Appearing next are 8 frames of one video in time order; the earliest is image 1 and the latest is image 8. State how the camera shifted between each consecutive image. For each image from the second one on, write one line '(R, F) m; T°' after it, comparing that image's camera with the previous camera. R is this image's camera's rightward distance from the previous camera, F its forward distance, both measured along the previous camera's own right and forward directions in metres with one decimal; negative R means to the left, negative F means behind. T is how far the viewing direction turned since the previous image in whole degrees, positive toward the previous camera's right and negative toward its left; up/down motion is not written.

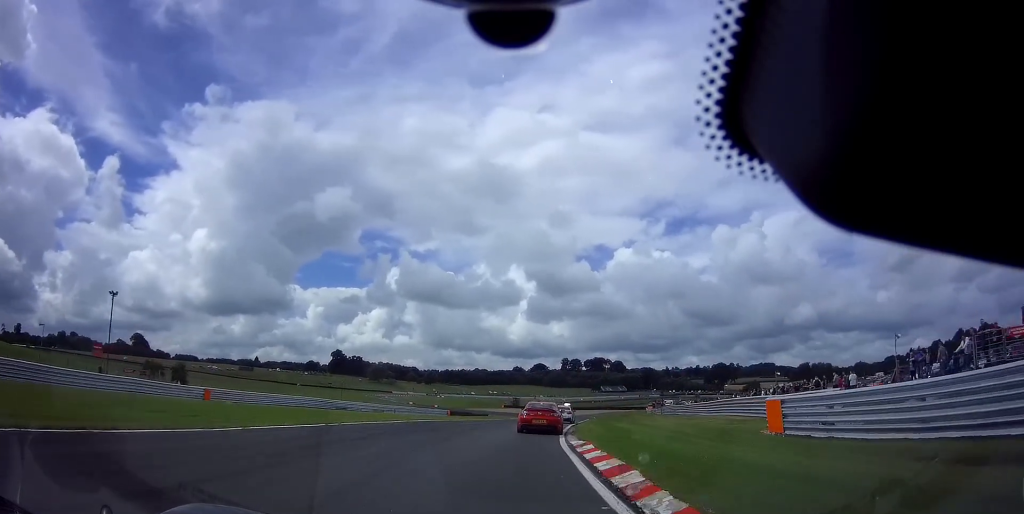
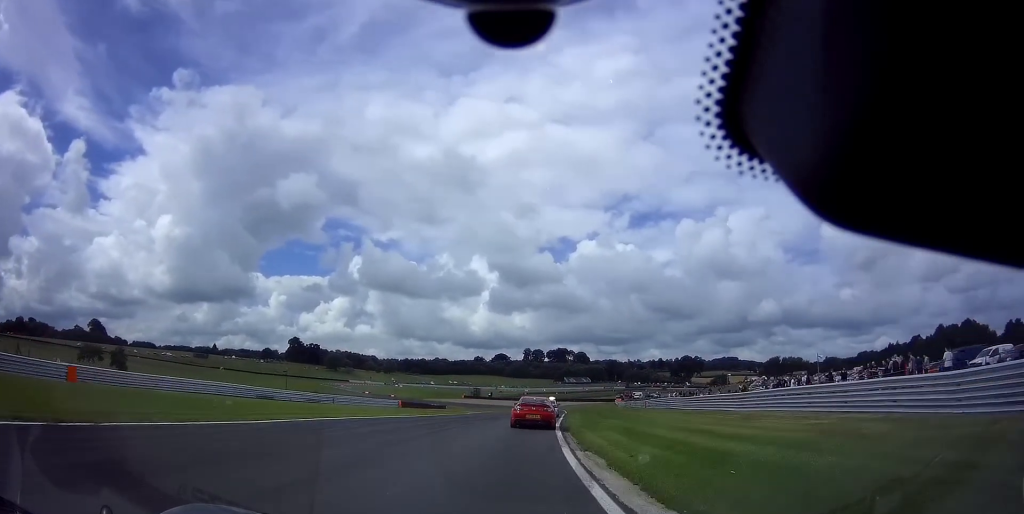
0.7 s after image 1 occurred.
(+0.5, +11.7) m; +4°
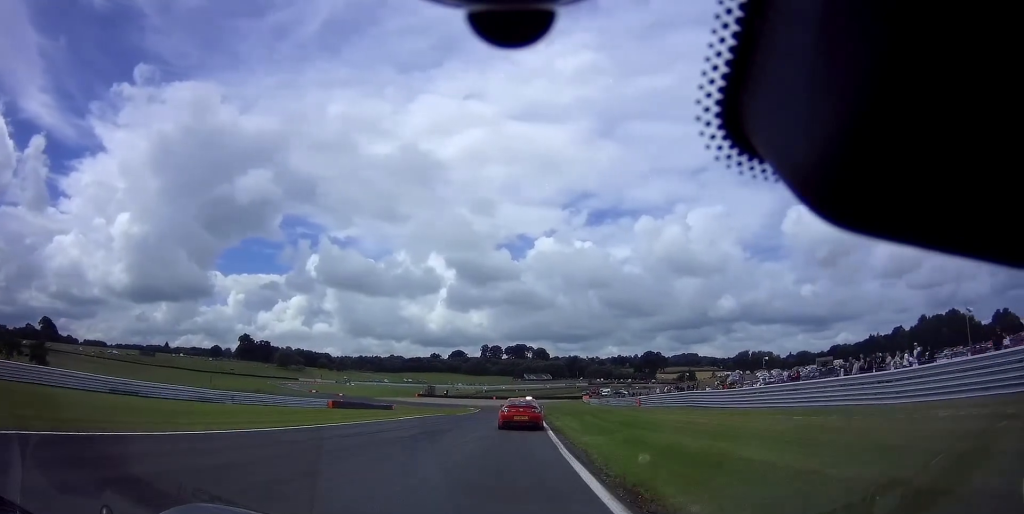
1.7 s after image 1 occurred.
(+0.8, +16.2) m; +4°
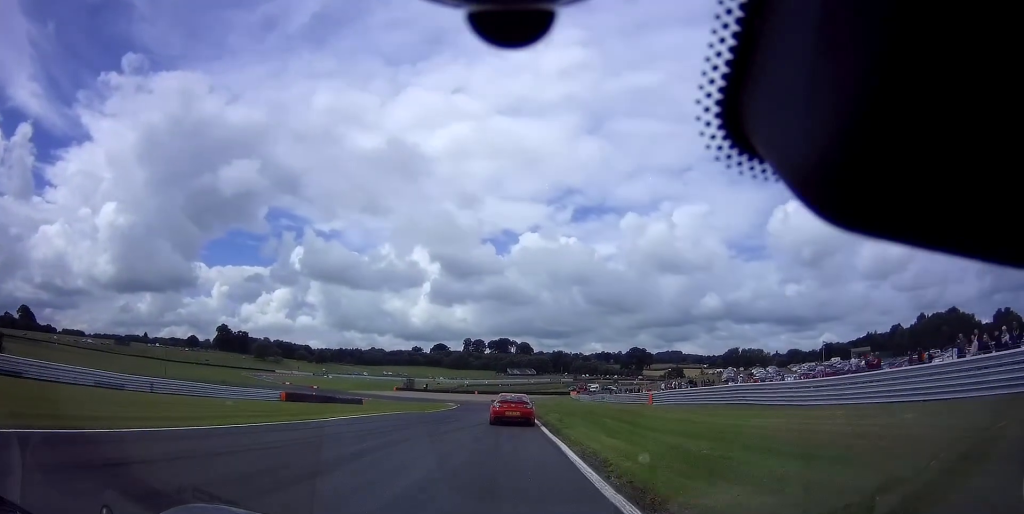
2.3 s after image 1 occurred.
(-0.1, +10.1) m; +1°
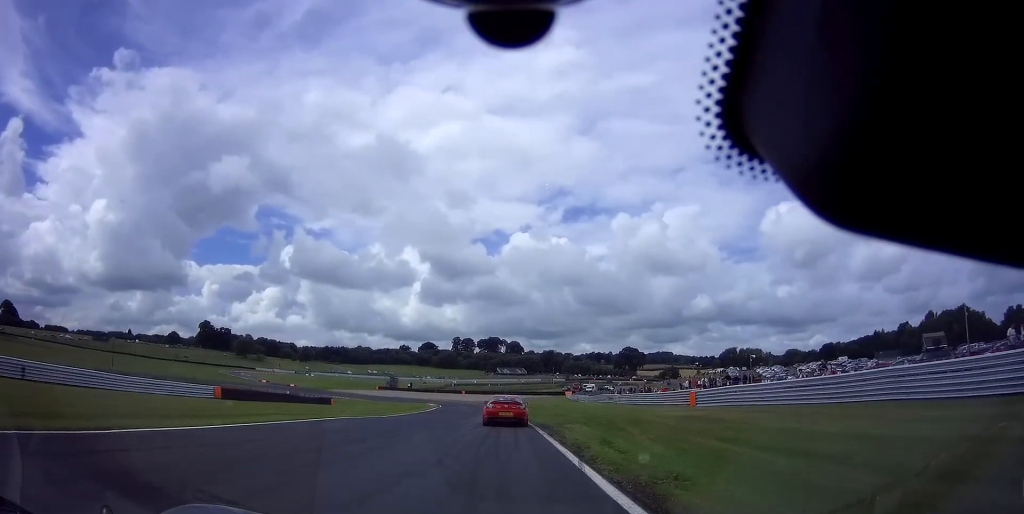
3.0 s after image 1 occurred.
(+0.3, +12.3) m; +2°
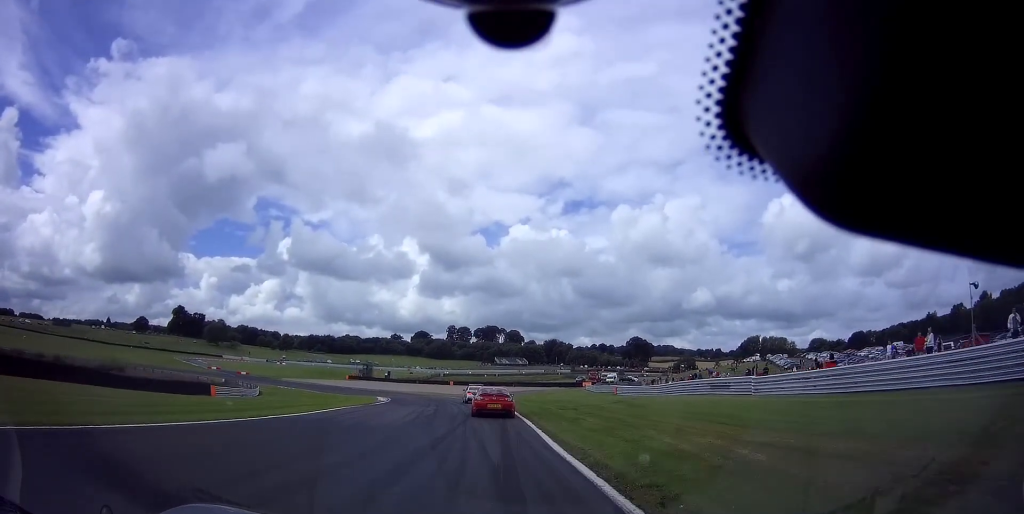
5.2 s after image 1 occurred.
(+0.3, +35.4) m; 0°
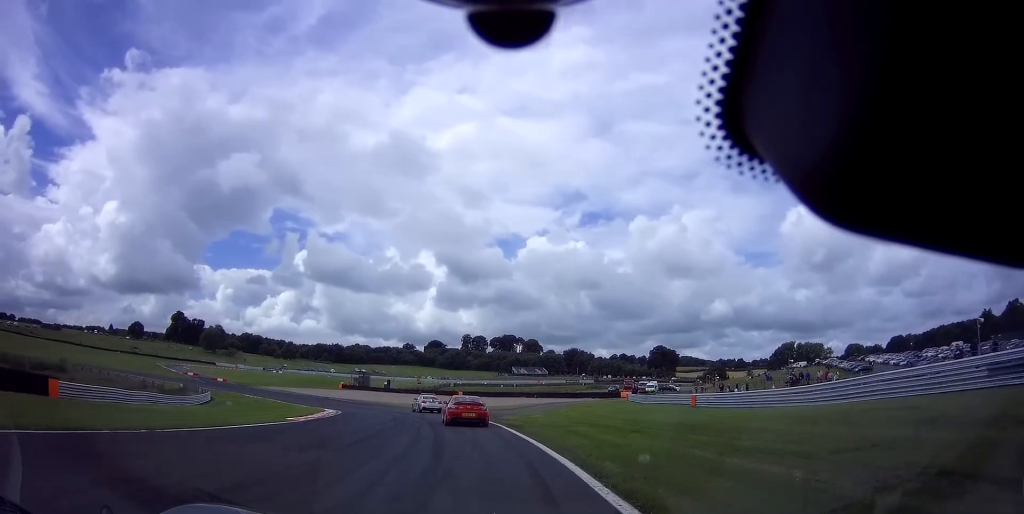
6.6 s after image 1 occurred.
(0.0, +22.1) m; -3°
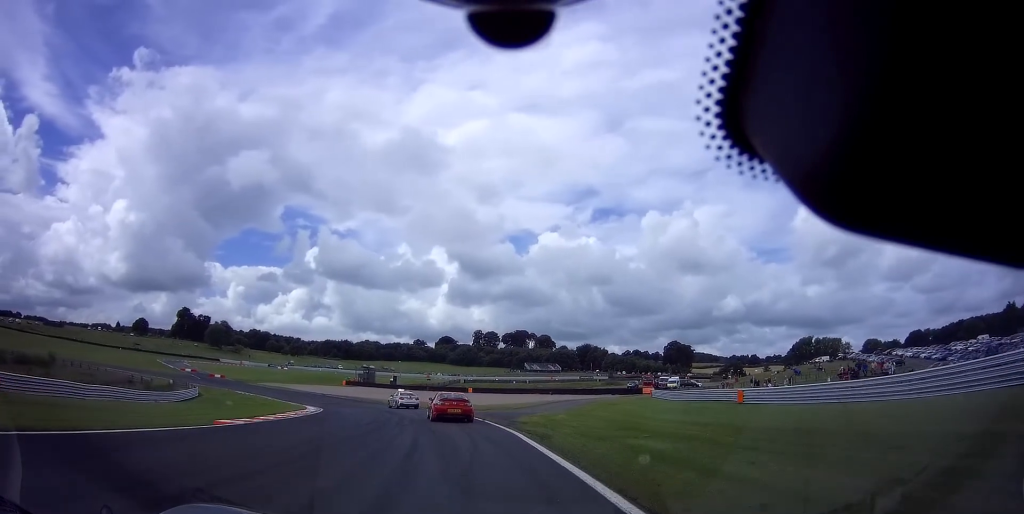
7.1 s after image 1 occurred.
(-0.1, +7.0) m; -2°
